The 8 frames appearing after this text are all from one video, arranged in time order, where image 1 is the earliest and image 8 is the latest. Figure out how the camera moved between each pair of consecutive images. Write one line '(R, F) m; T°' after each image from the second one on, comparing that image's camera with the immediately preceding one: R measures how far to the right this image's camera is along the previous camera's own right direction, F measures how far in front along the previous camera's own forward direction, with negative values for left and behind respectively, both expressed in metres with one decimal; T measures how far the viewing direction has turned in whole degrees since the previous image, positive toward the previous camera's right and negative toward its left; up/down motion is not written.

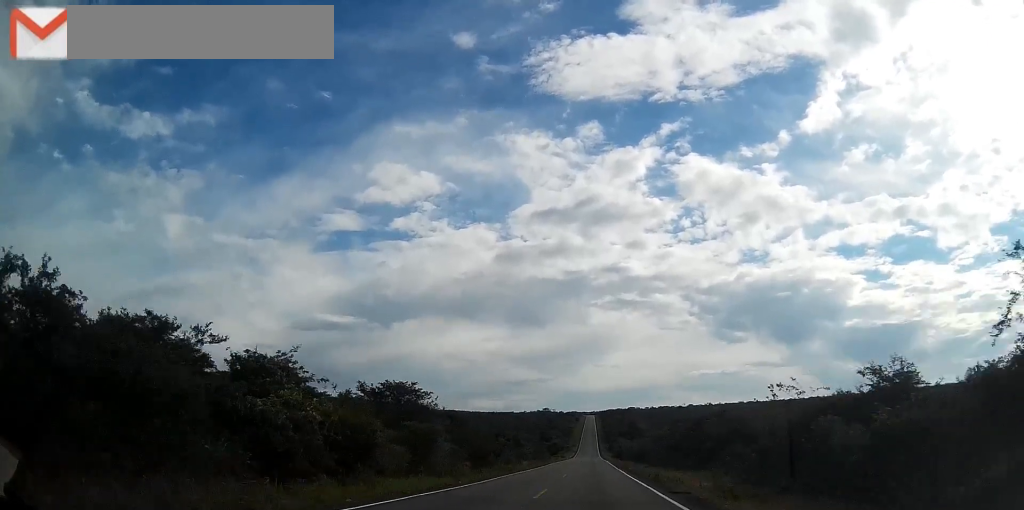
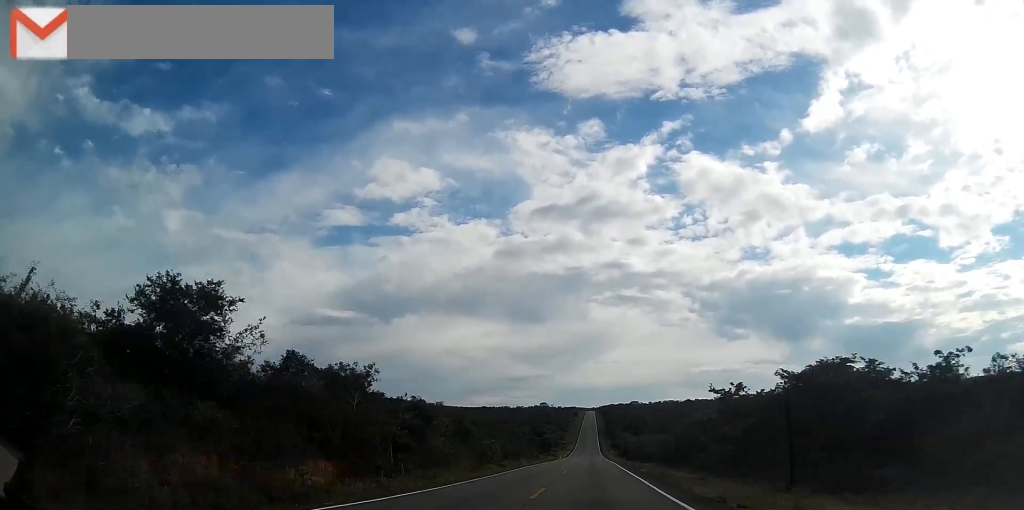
(0.0, +33.0) m; 0°
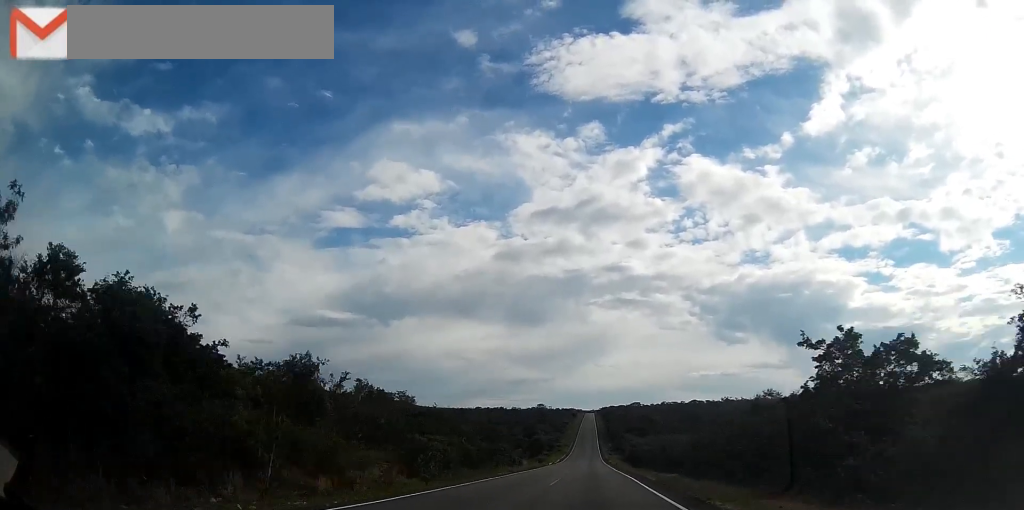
(-0.2, +24.6) m; 0°
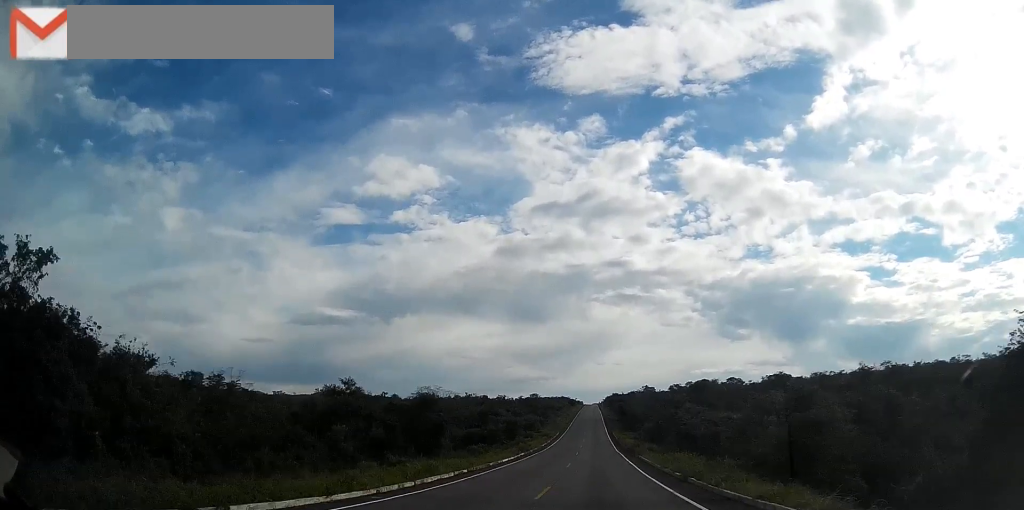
(-0.1, +87.9) m; 0°
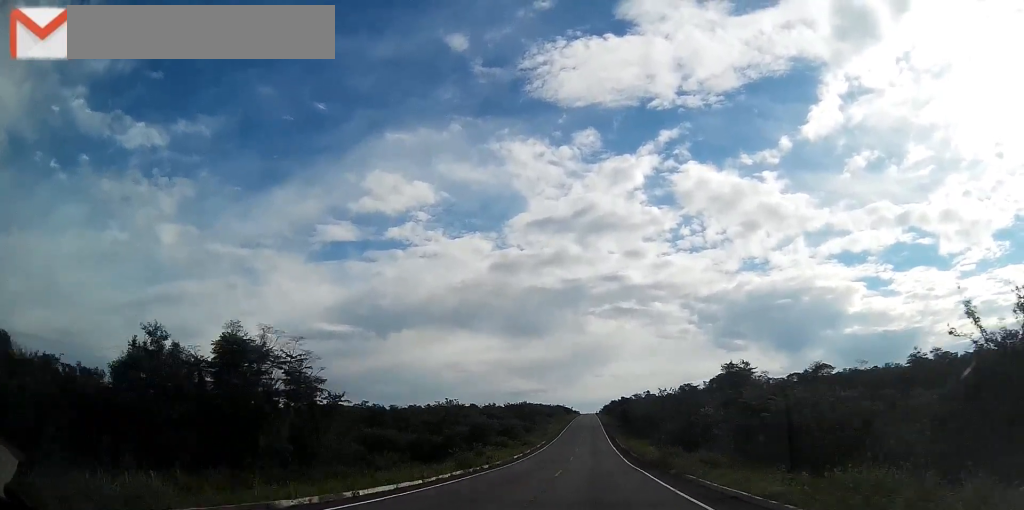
(+0.2, +21.1) m; 0°
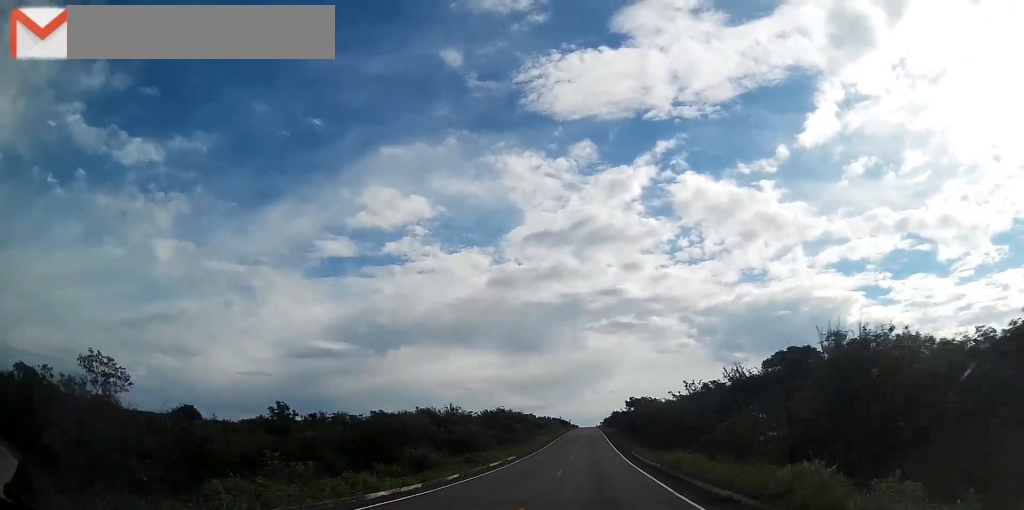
(+0.2, +30.9) m; 0°
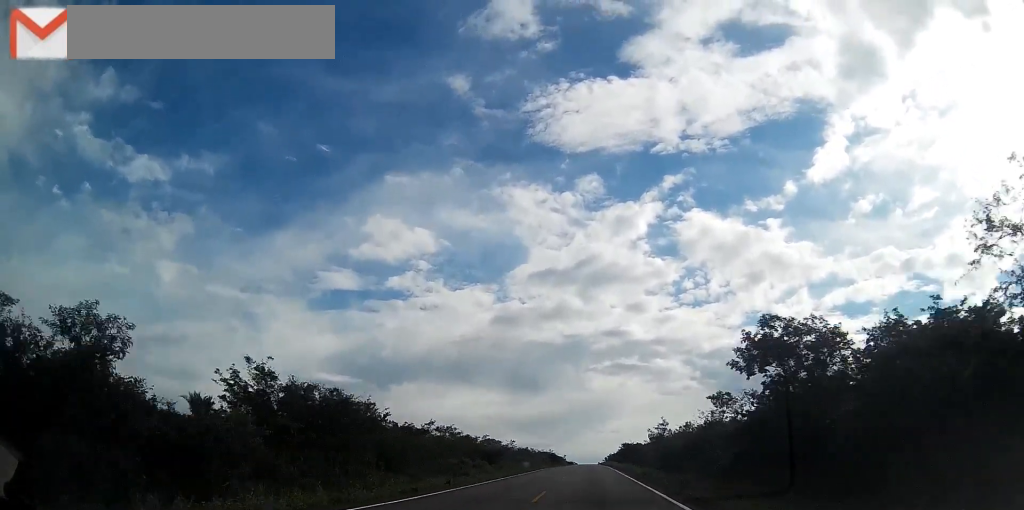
(-1.0, +71.3) m; -1°
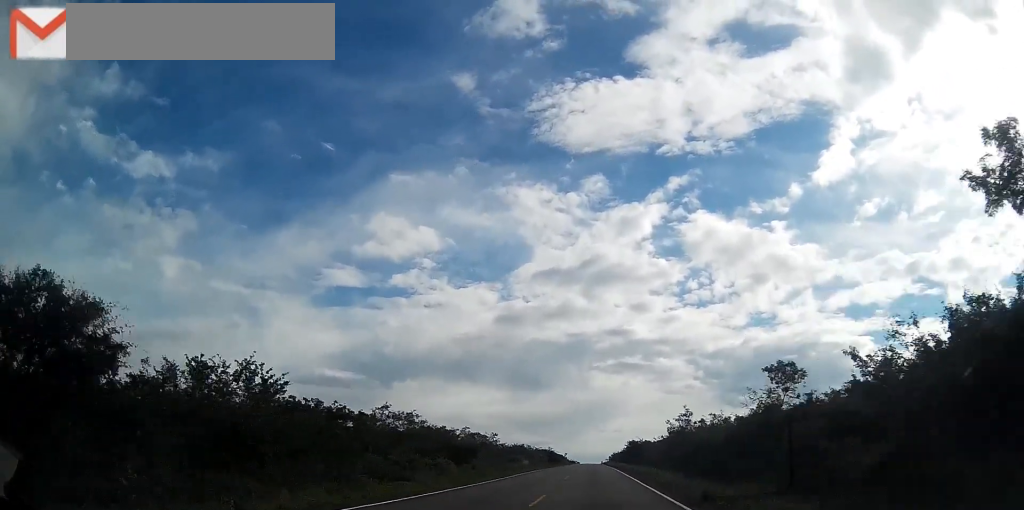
(0.0, +17.9) m; 0°
